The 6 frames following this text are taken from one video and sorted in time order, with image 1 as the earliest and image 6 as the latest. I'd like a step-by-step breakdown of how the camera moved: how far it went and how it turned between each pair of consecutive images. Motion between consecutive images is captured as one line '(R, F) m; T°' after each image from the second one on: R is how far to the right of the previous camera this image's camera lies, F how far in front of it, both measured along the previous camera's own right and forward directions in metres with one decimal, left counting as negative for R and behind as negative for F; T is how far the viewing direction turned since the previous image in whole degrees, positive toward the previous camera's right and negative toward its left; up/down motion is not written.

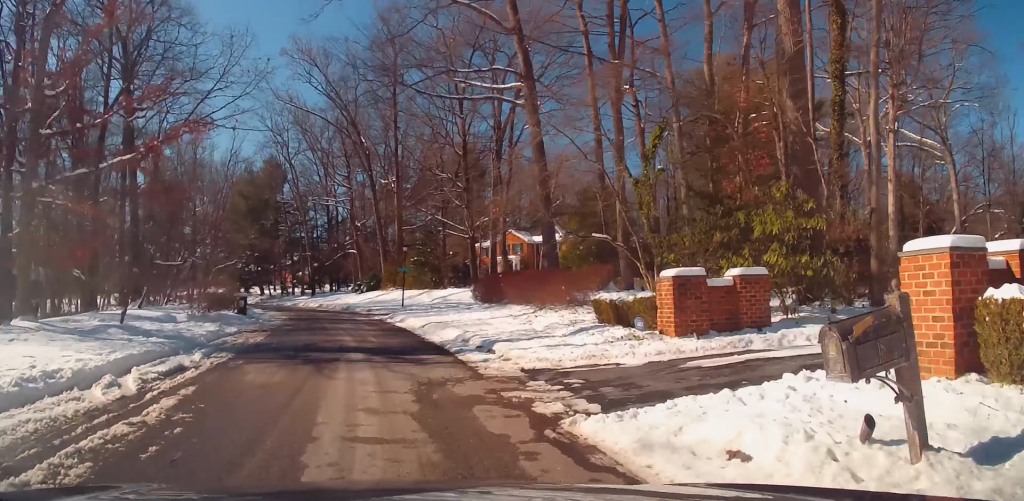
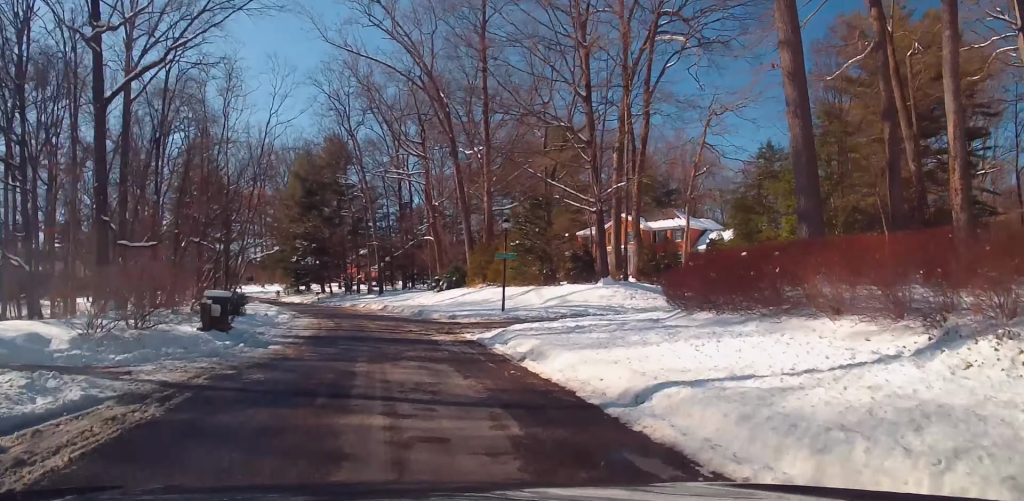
(-0.5, +14.5) m; -5°
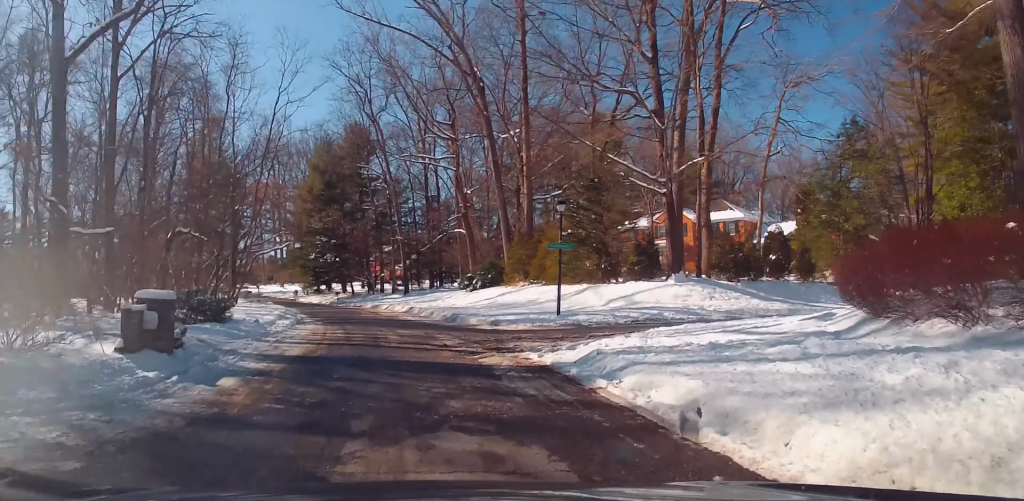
(0.0, +5.7) m; -2°
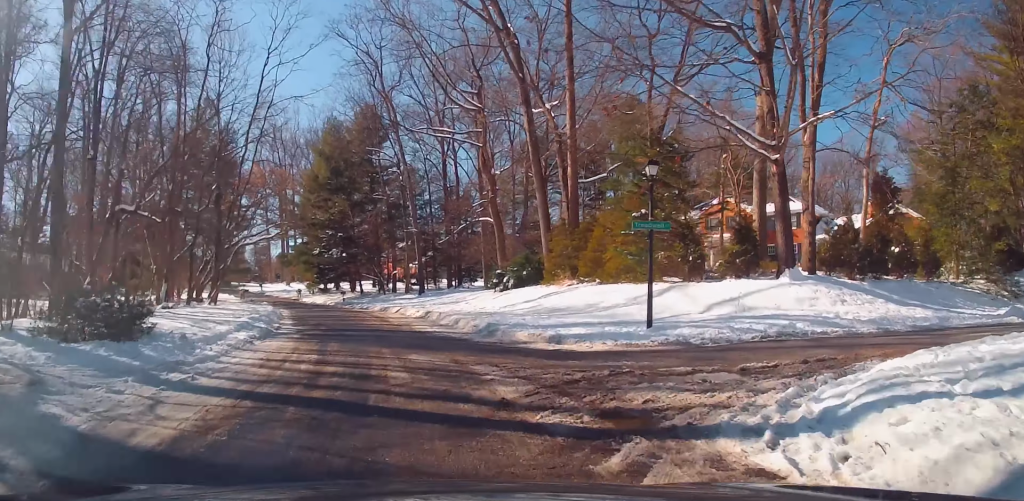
(-0.8, +7.9) m; 0°
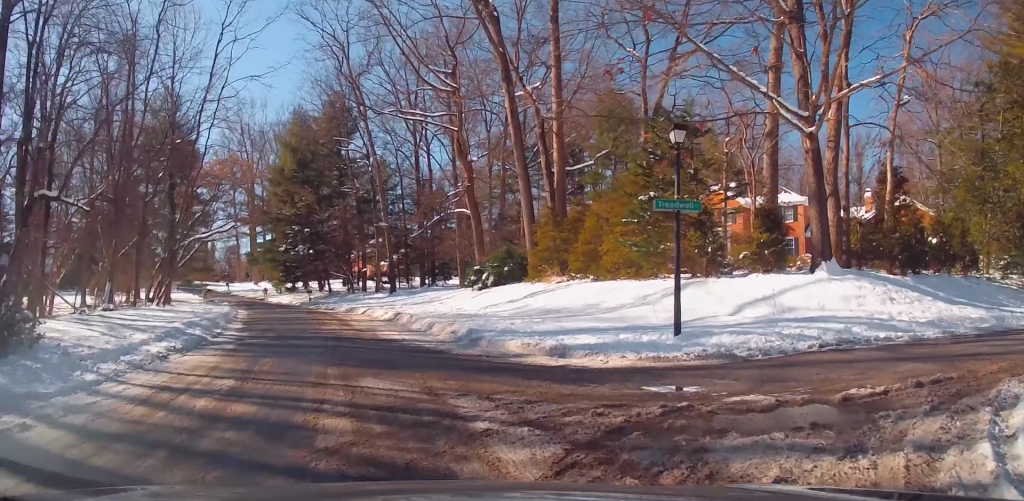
(+0.4, +3.8) m; +8°
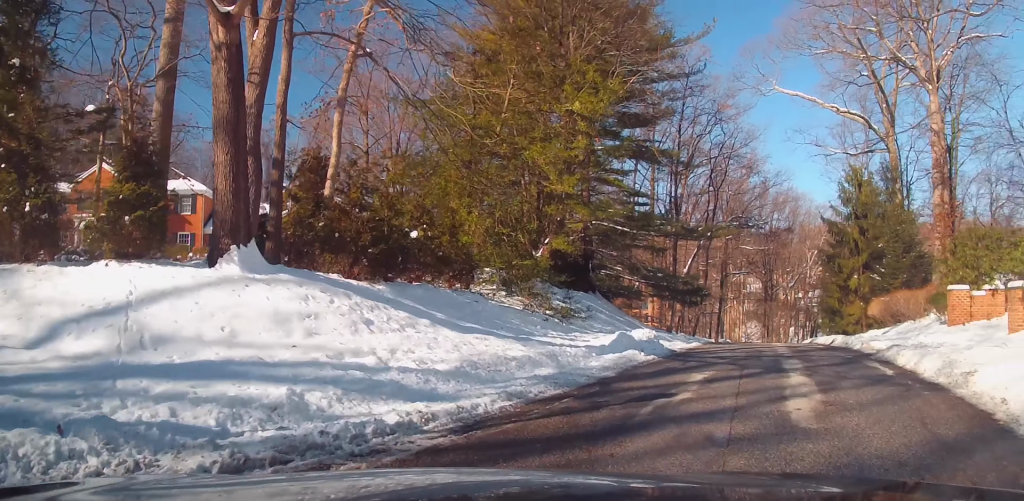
(+4.1, +9.8) m; +56°
